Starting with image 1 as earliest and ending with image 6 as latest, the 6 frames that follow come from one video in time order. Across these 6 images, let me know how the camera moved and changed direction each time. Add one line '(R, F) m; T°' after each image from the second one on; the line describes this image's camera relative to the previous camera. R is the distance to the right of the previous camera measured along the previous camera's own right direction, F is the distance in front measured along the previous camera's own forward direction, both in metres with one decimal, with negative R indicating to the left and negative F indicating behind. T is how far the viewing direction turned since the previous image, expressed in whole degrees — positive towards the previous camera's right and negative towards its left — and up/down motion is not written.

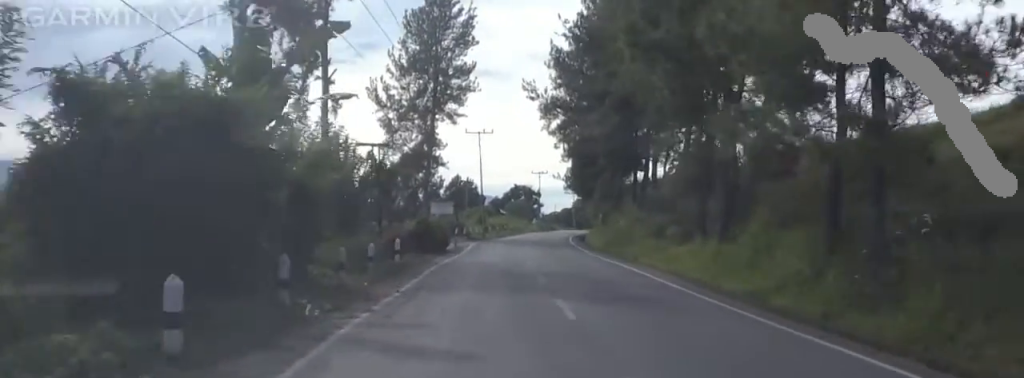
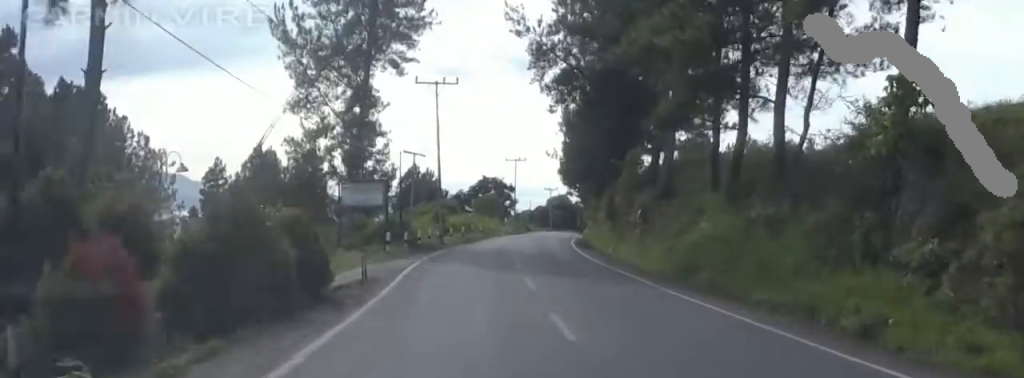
(+1.1, +26.8) m; +7°
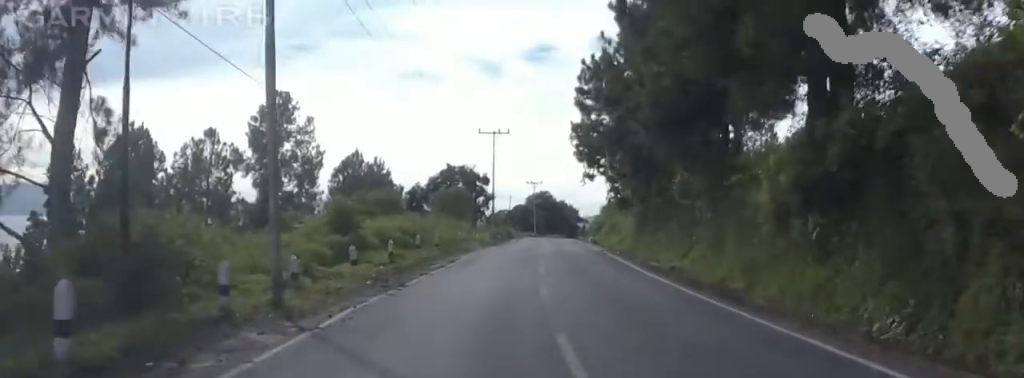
(-2.9, +34.9) m; -3°
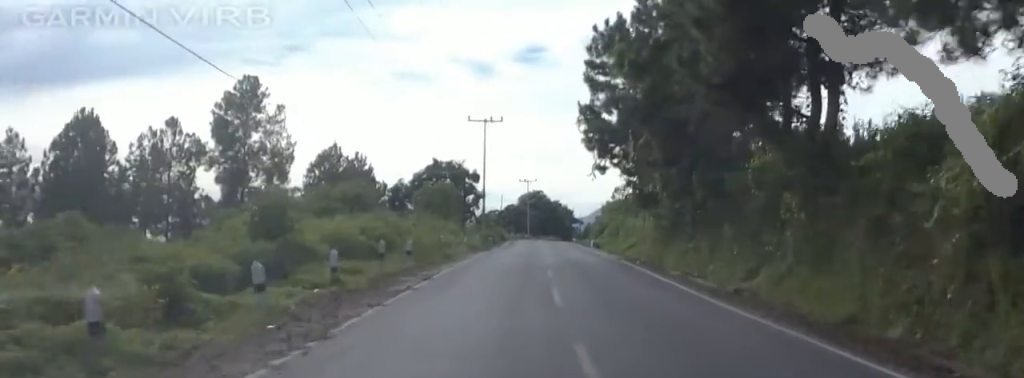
(+0.8, +8.7) m; +4°
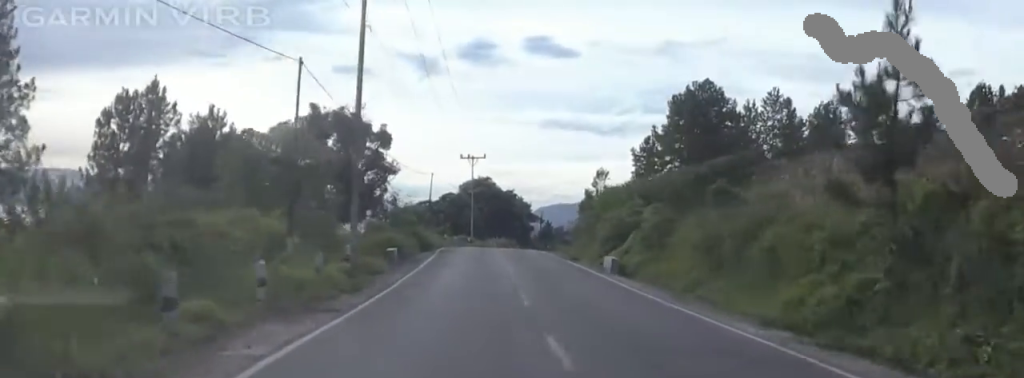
(+2.9, +38.5) m; +1°
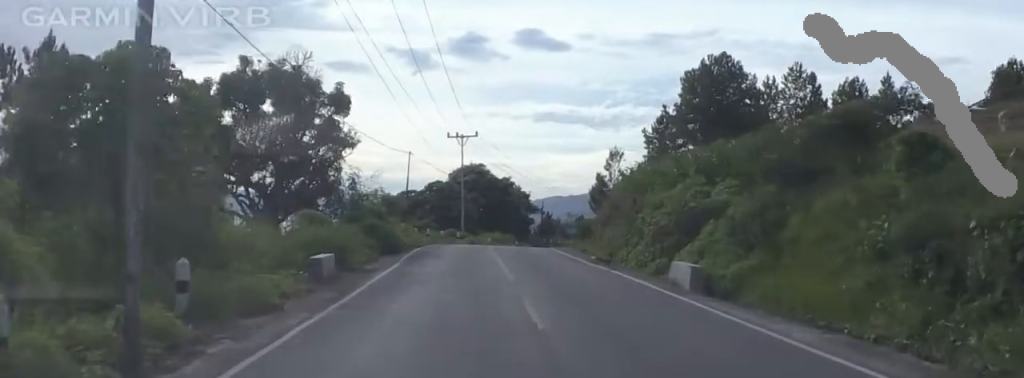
(-0.8, +14.1) m; 0°
